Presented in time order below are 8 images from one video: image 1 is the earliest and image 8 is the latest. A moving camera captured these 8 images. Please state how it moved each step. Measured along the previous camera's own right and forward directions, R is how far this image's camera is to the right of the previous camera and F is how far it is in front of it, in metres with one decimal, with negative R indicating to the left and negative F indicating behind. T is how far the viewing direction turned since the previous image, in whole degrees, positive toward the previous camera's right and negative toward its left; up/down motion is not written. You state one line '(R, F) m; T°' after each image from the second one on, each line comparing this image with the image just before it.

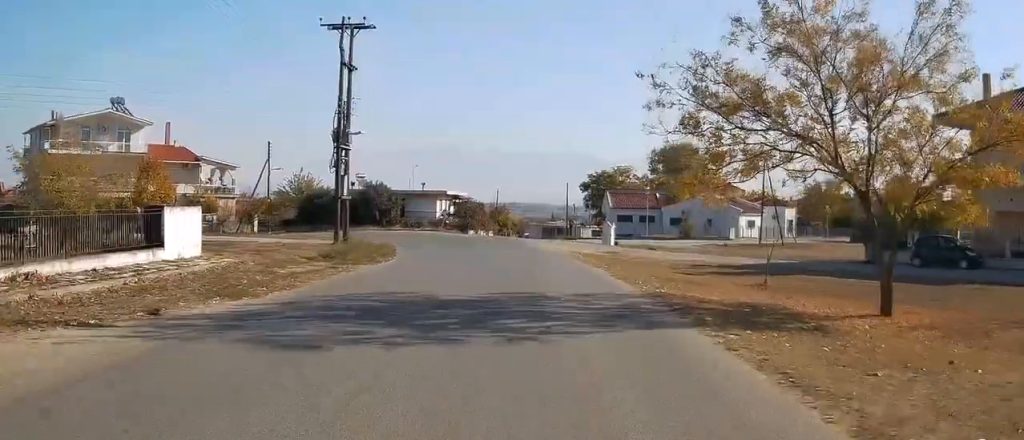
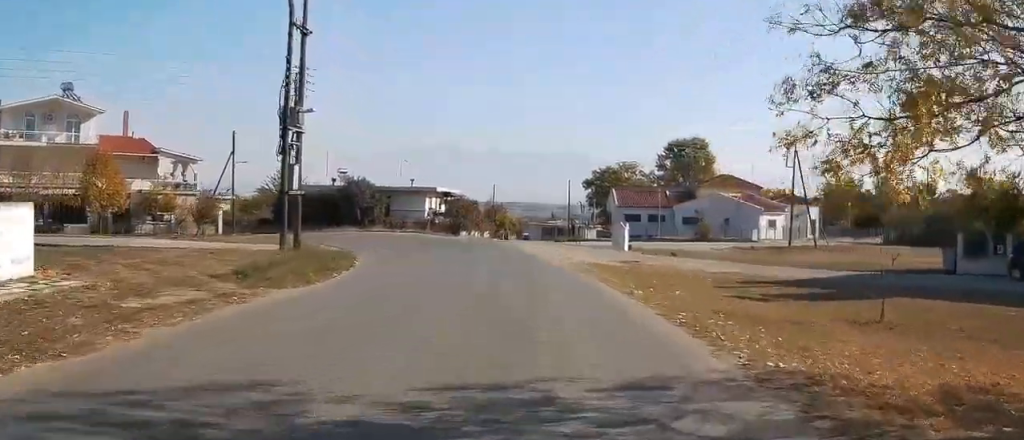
(+0.2, +9.1) m; +1°
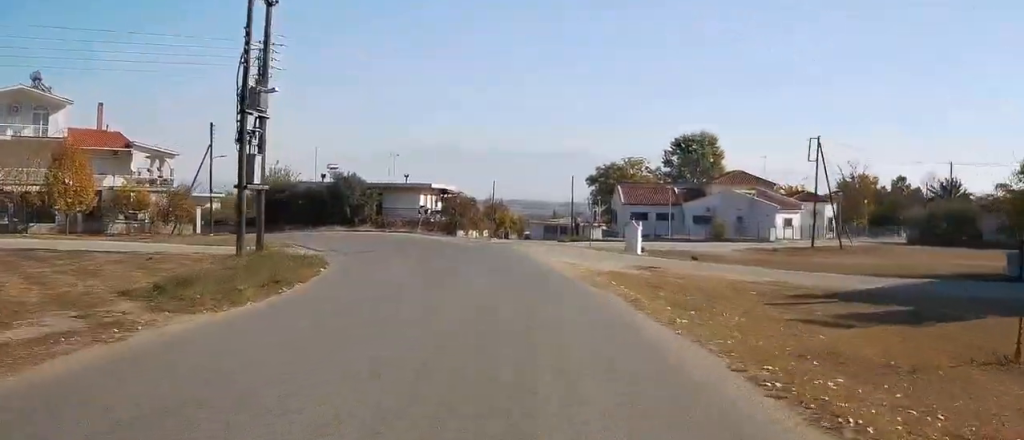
(0.0, +5.2) m; 0°
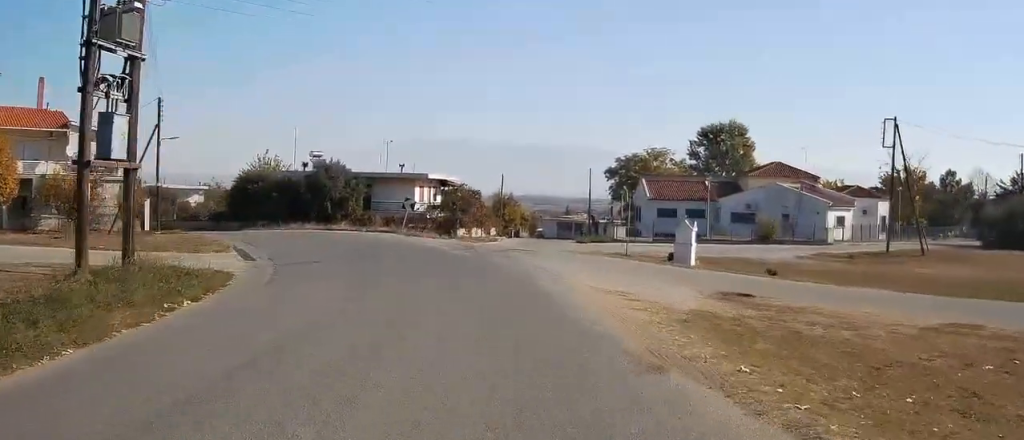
(0.0, +11.6) m; 0°
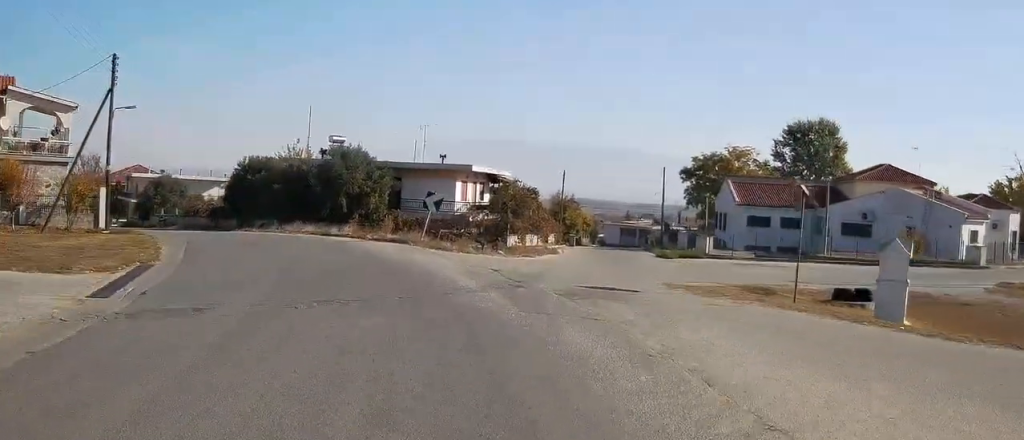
(-0.2, +14.2) m; -3°
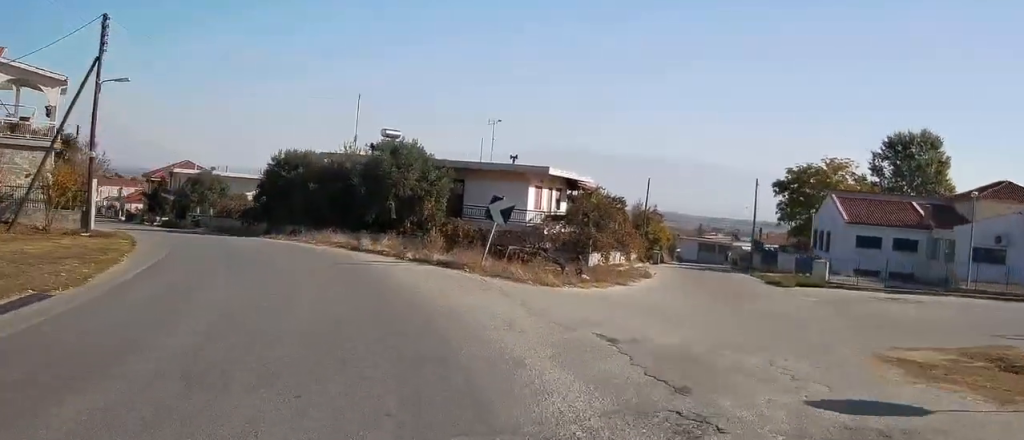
(-0.2, +8.9) m; -4°
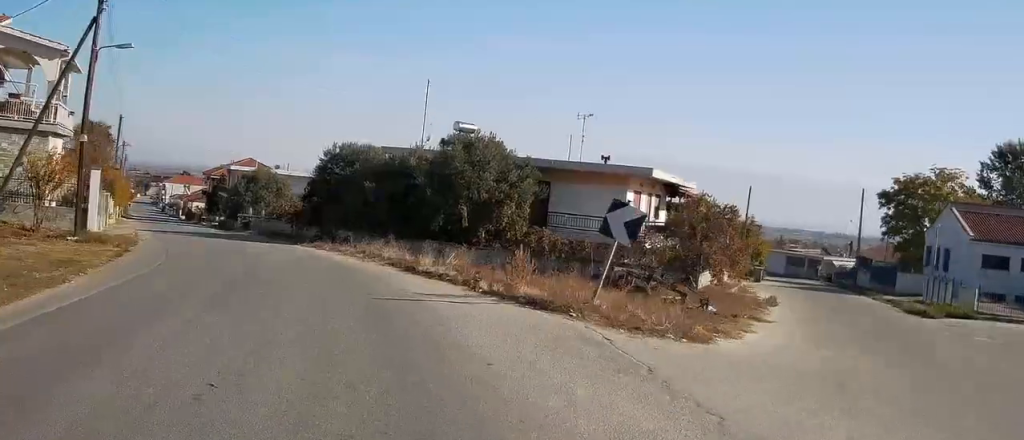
(-0.3, +7.0) m; -5°
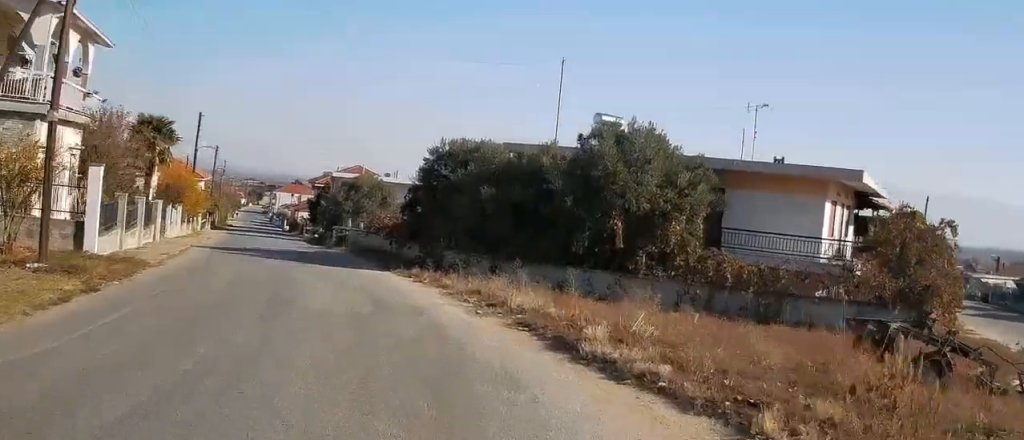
(-0.6, +9.0) m; -8°
